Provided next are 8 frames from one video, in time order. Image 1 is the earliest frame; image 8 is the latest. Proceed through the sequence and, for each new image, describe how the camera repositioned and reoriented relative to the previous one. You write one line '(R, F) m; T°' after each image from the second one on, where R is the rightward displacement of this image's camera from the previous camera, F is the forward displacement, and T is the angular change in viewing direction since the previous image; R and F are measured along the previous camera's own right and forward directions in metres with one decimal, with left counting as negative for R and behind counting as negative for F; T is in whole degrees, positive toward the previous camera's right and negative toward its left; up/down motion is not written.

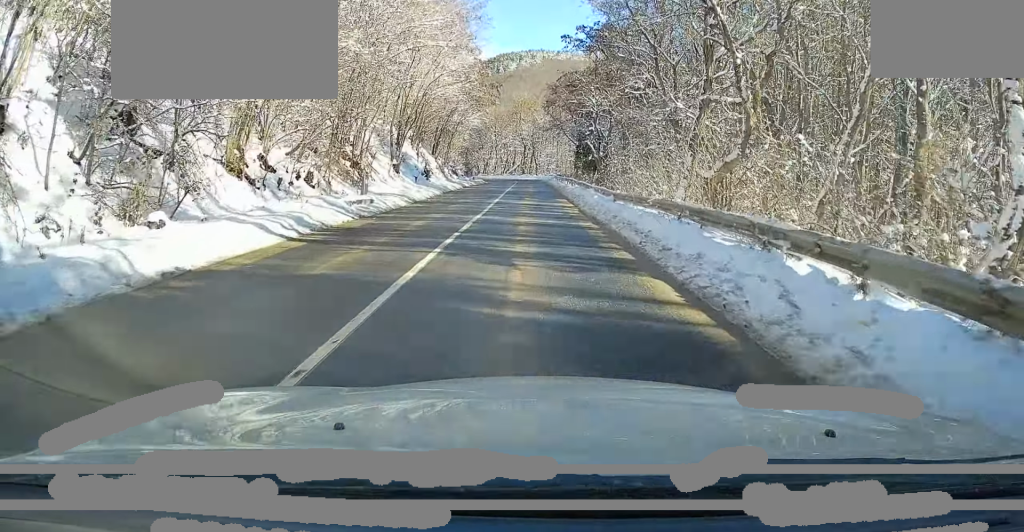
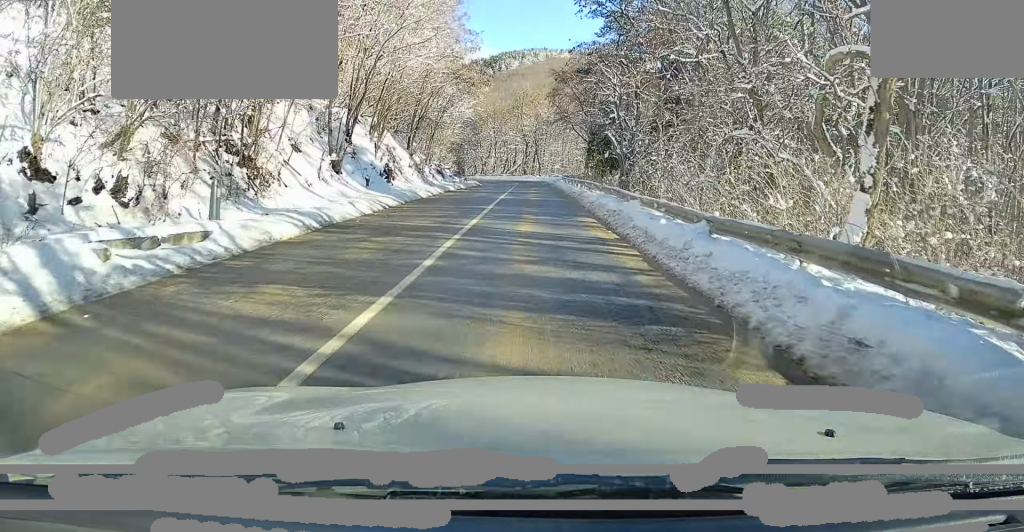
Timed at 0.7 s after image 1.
(+0.3, +12.4) m; 0°
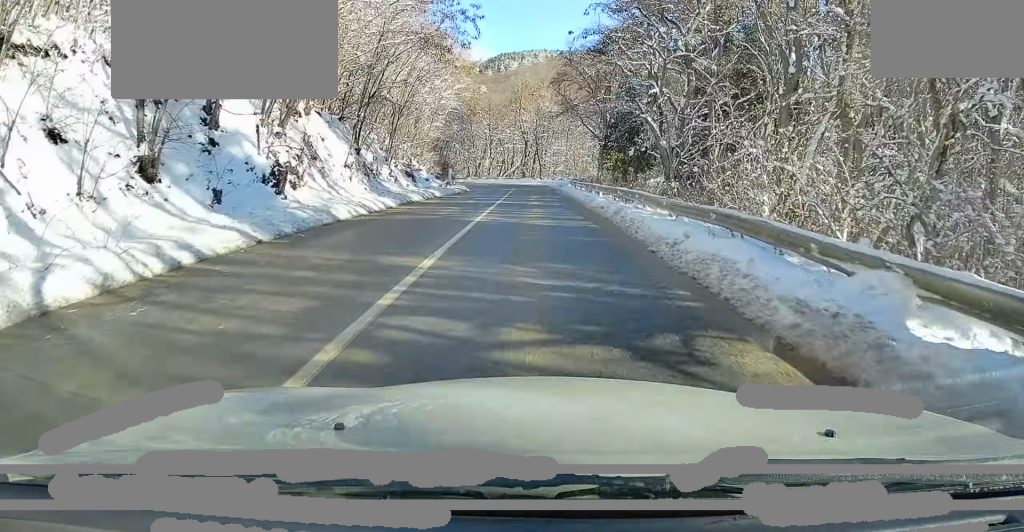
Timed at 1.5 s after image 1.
(0.0, +13.5) m; 0°
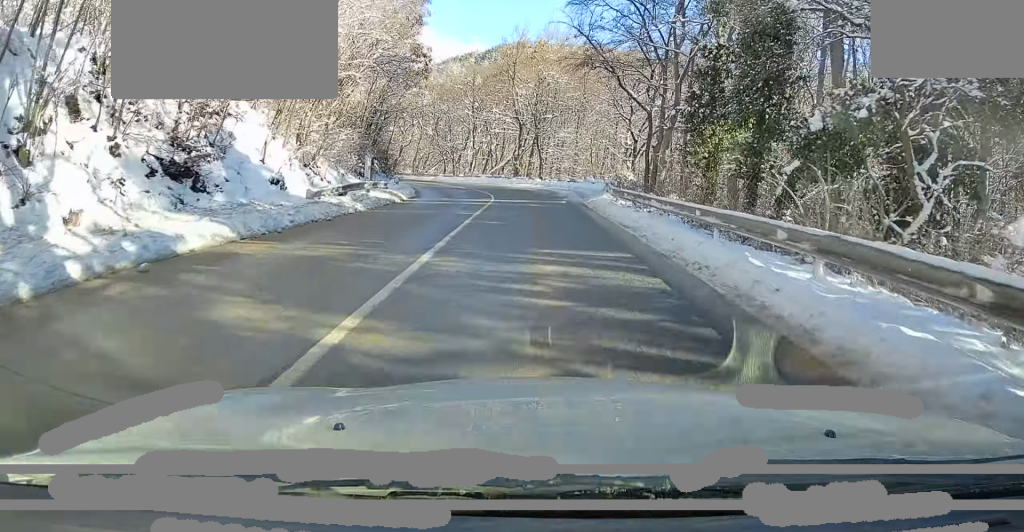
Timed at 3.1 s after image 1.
(0.0, +27.1) m; +1°
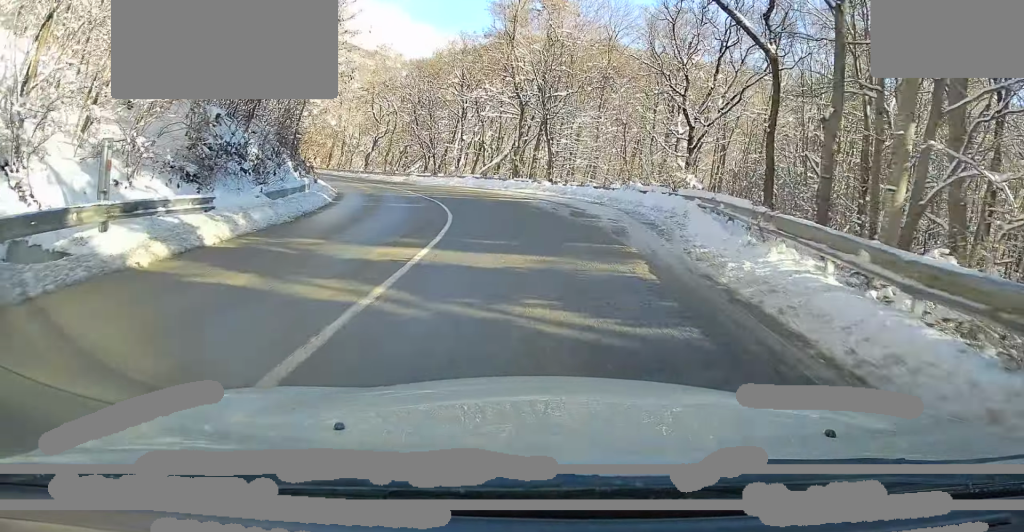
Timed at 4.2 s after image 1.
(-0.2, +18.6) m; -2°
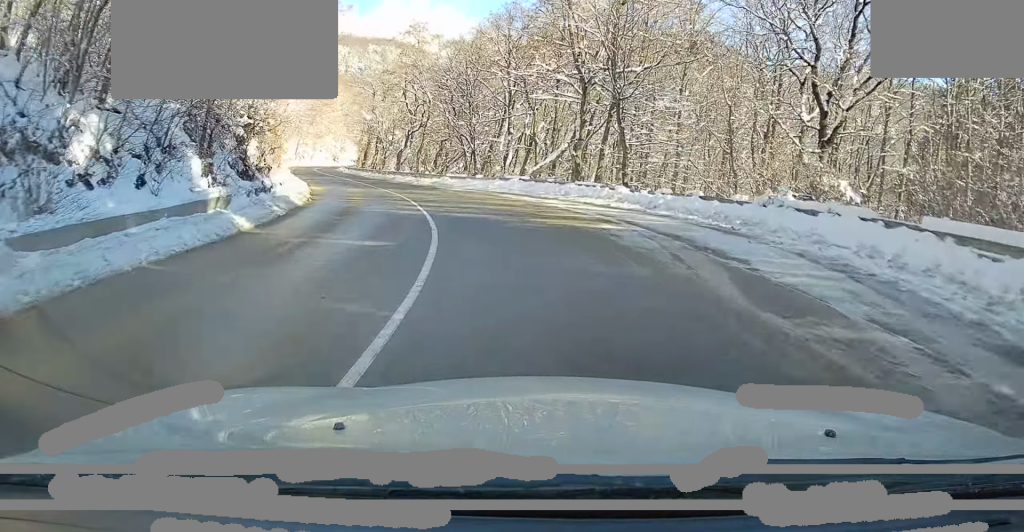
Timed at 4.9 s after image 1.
(-0.2, +11.4) m; -3°
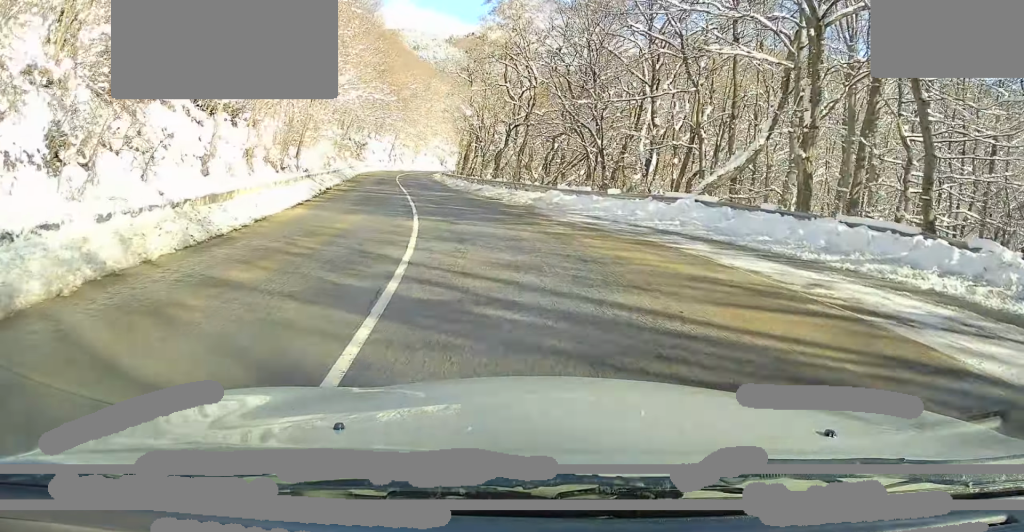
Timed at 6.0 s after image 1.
(-0.6, +16.4) m; -7°
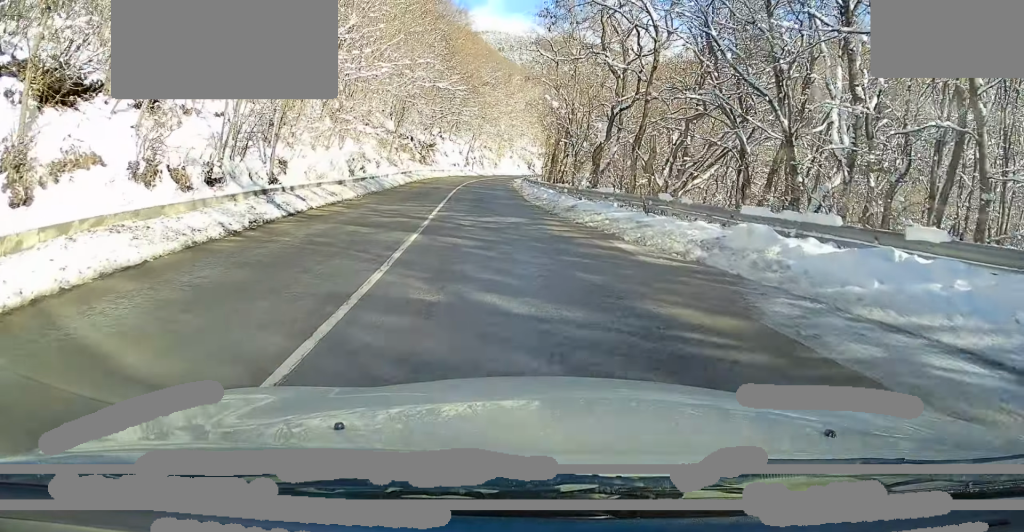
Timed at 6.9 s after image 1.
(-1.1, +13.2) m; -7°
